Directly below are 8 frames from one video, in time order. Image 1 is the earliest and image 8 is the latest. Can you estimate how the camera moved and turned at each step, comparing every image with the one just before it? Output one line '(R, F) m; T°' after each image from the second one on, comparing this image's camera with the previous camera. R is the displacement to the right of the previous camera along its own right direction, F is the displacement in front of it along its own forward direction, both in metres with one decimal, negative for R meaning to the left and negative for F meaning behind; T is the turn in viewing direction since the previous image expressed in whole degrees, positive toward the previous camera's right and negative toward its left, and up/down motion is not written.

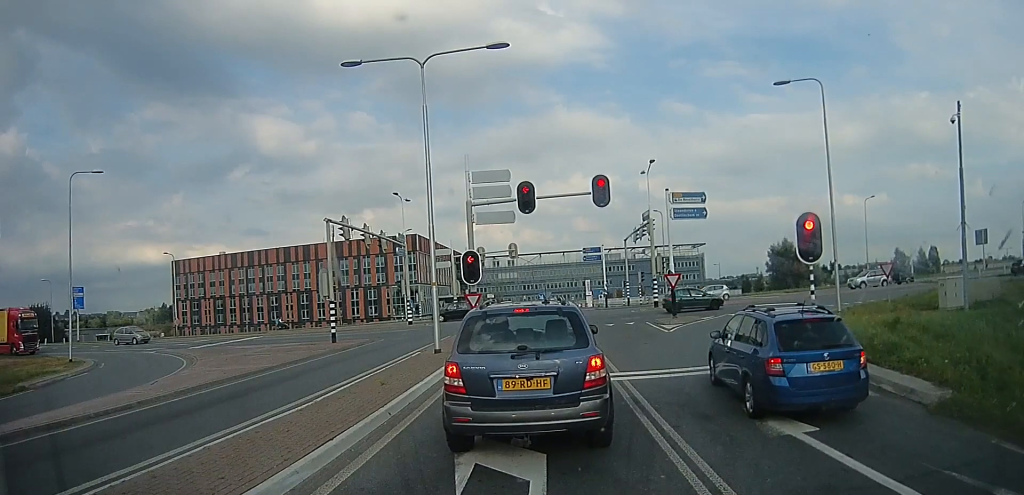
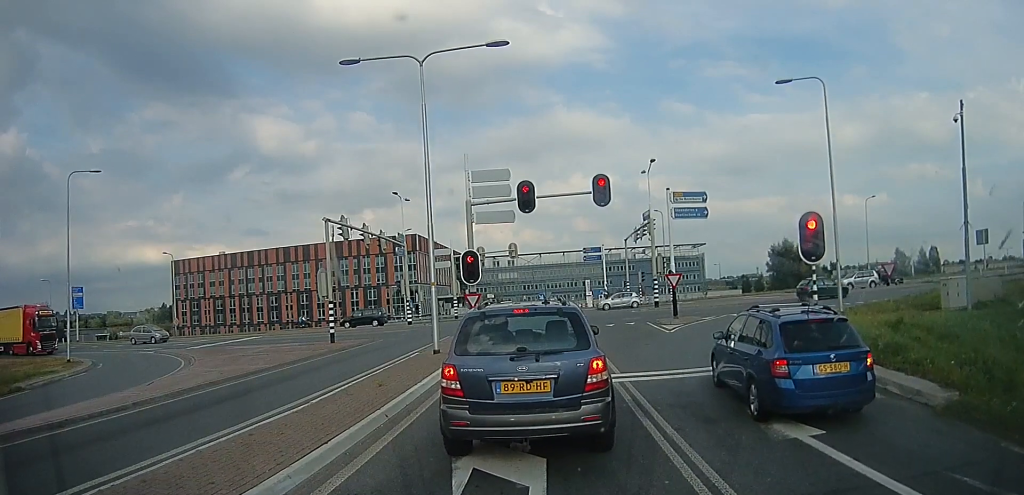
(0.0, 0.0) m; 0°
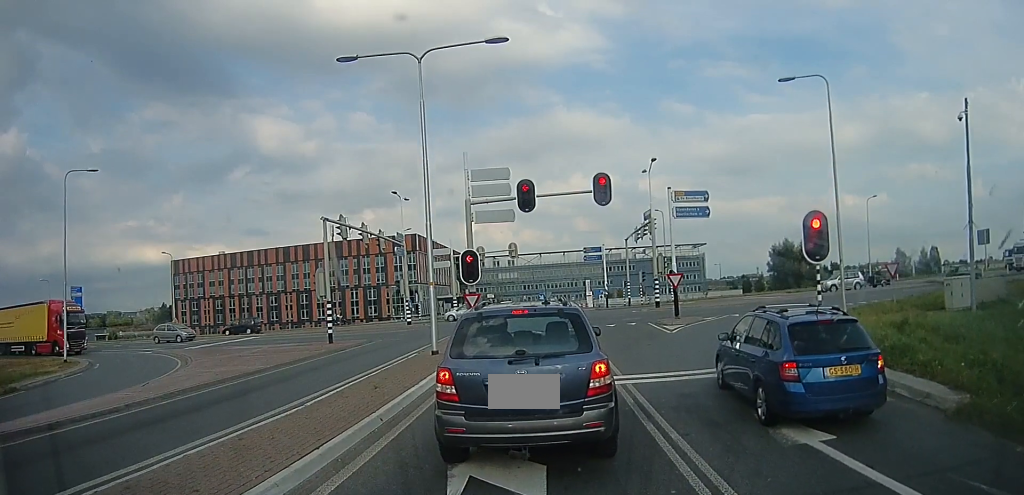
(0.0, 0.0) m; 0°
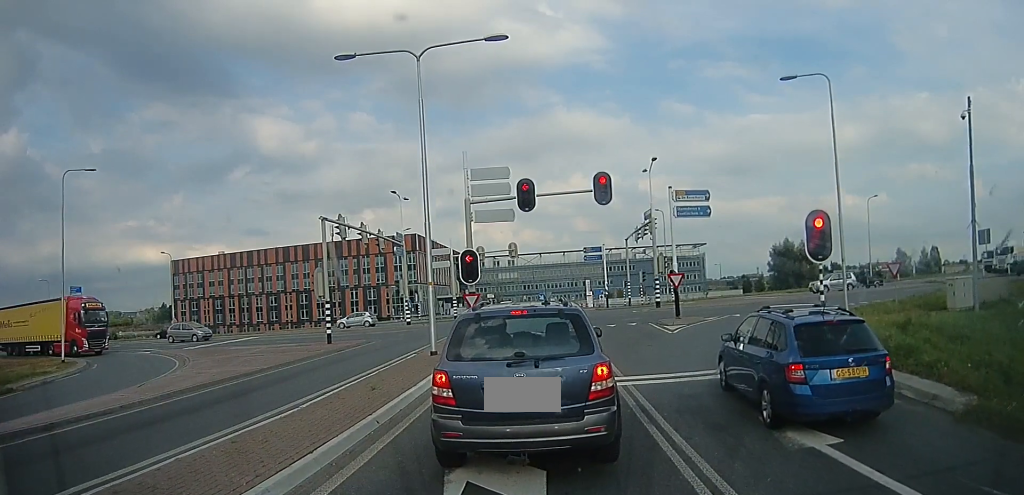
(0.0, 0.0) m; 0°
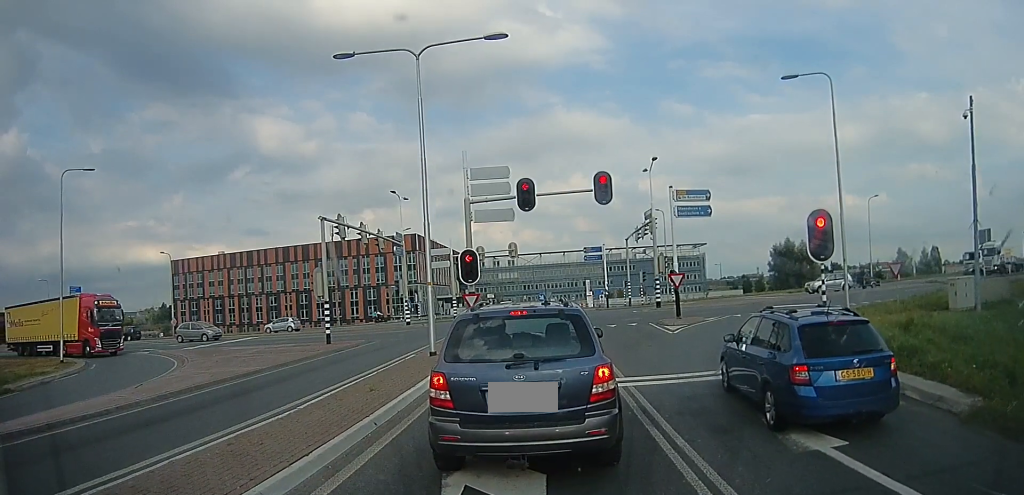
(0.0, 0.0) m; 0°
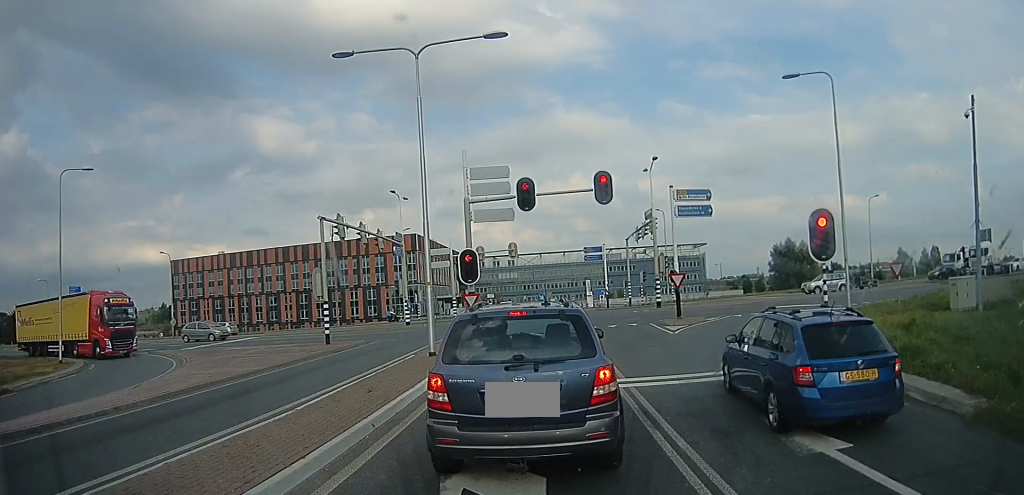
(0.0, 0.0) m; 0°
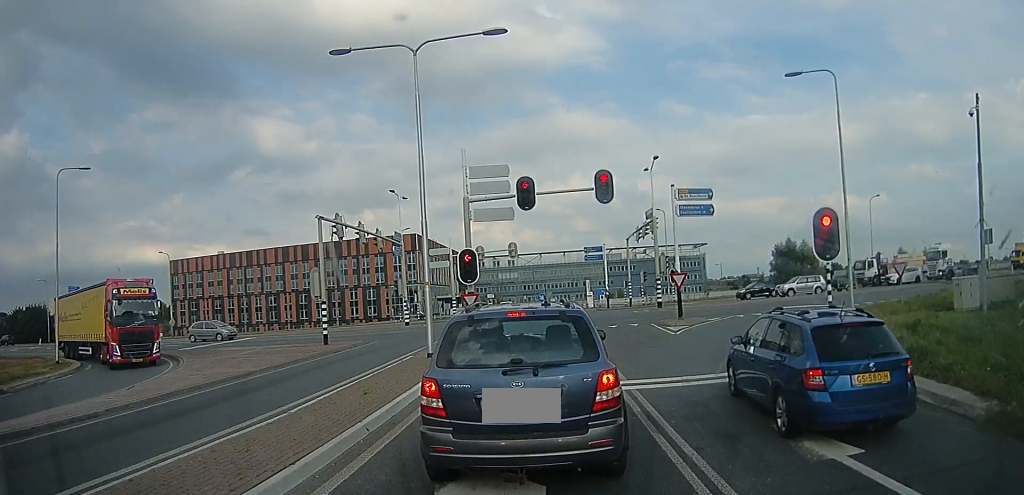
(0.0, 0.0) m; 0°
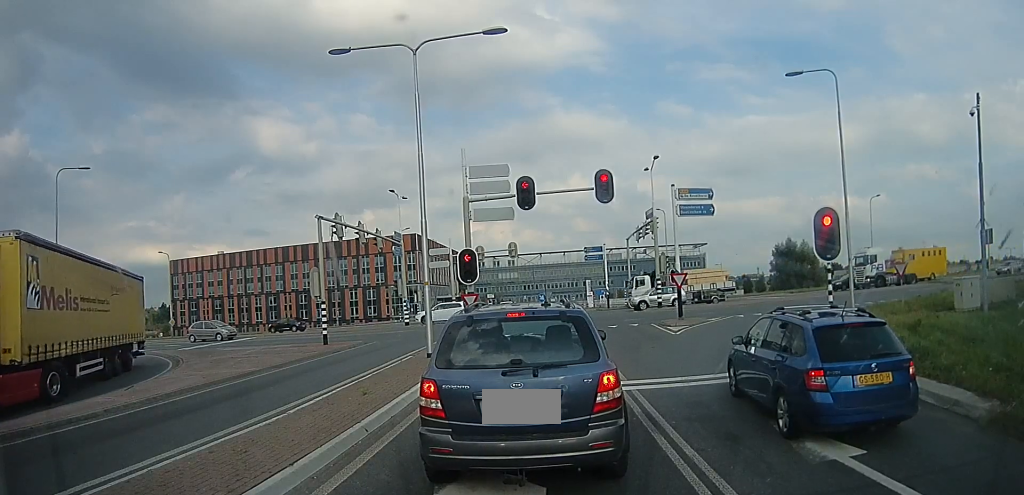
(0.0, 0.0) m; 0°
